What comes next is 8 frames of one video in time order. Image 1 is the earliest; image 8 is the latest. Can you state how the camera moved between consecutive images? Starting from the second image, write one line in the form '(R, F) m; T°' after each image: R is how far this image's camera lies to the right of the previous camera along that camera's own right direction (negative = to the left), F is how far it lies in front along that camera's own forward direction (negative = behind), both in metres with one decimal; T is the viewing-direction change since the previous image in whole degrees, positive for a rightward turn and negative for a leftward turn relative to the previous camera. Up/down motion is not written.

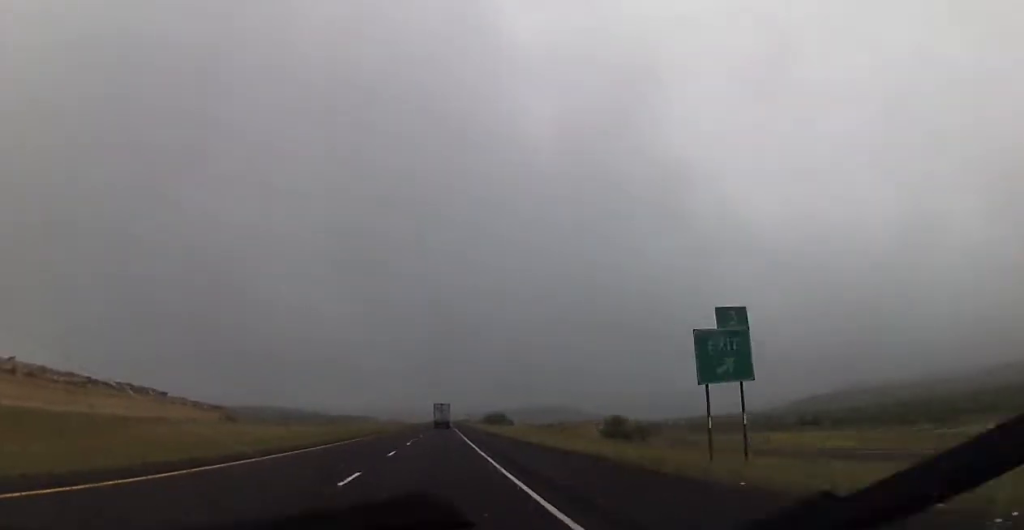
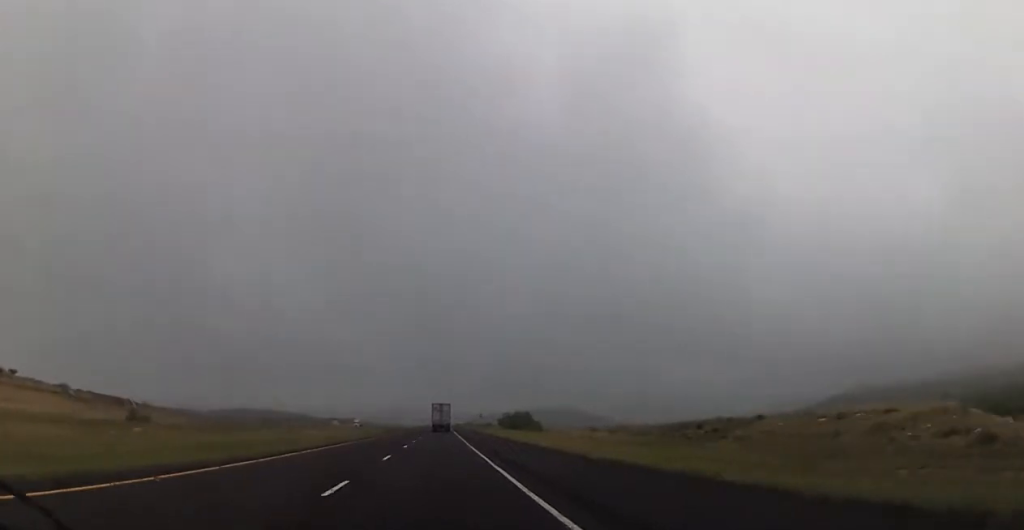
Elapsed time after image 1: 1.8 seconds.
(-0.5, +63.1) m; 0°
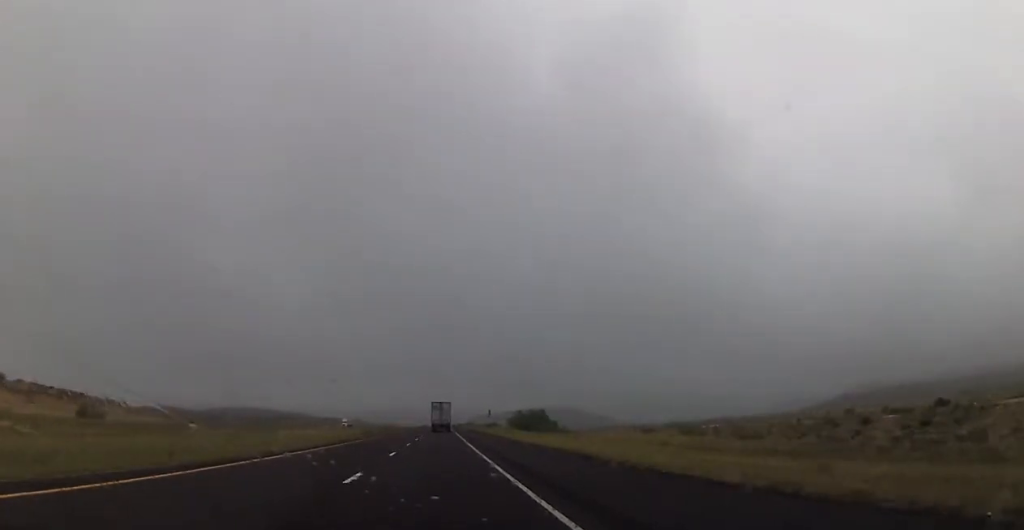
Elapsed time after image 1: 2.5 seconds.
(+0.1, +21.8) m; +1°
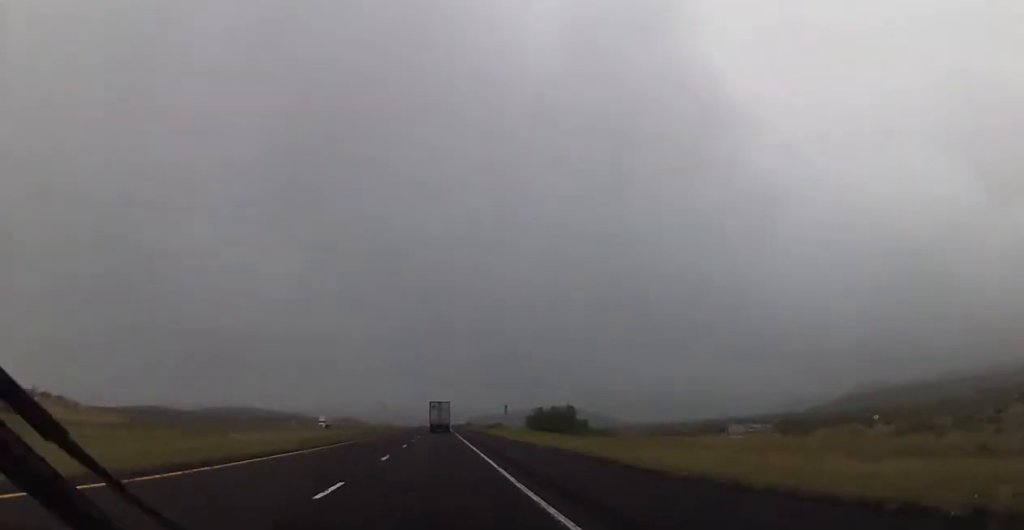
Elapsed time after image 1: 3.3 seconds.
(+0.2, +27.5) m; 0°
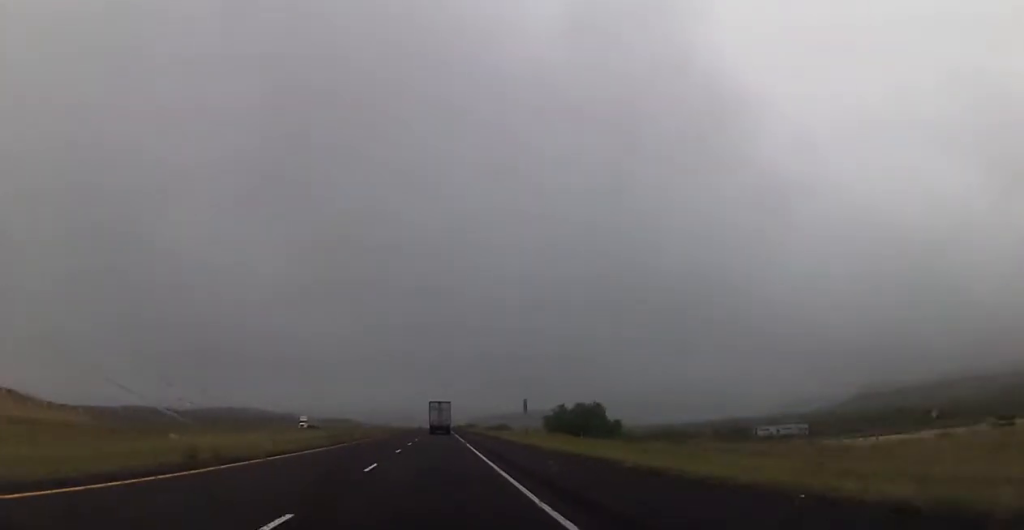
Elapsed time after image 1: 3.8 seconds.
(0.0, +17.2) m; 0°
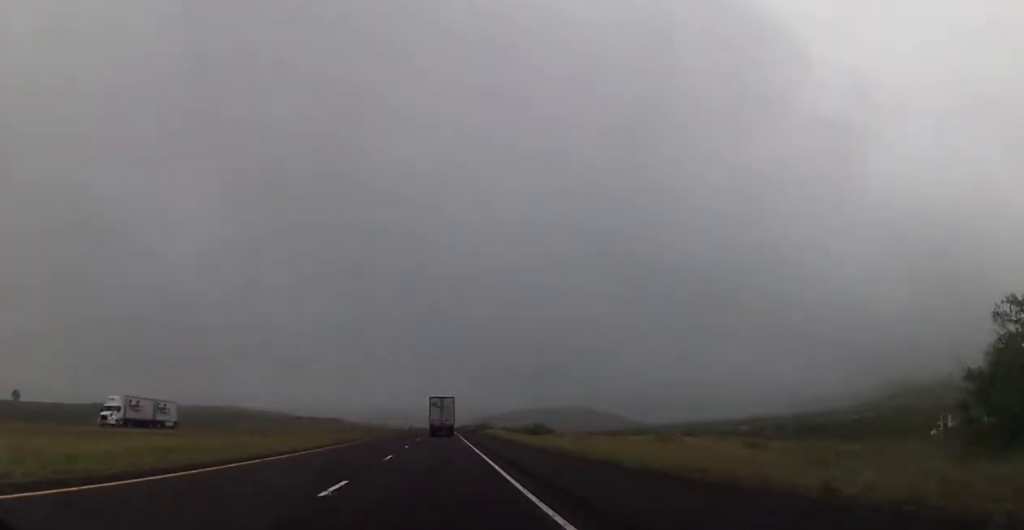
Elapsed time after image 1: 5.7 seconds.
(-0.5, +67.7) m; 0°
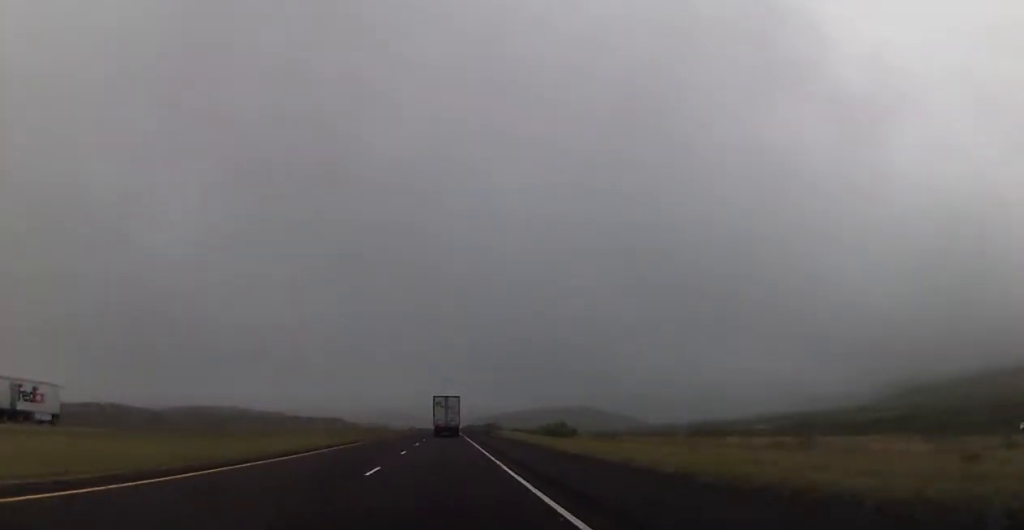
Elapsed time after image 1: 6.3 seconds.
(0.0, +19.5) m; 0°
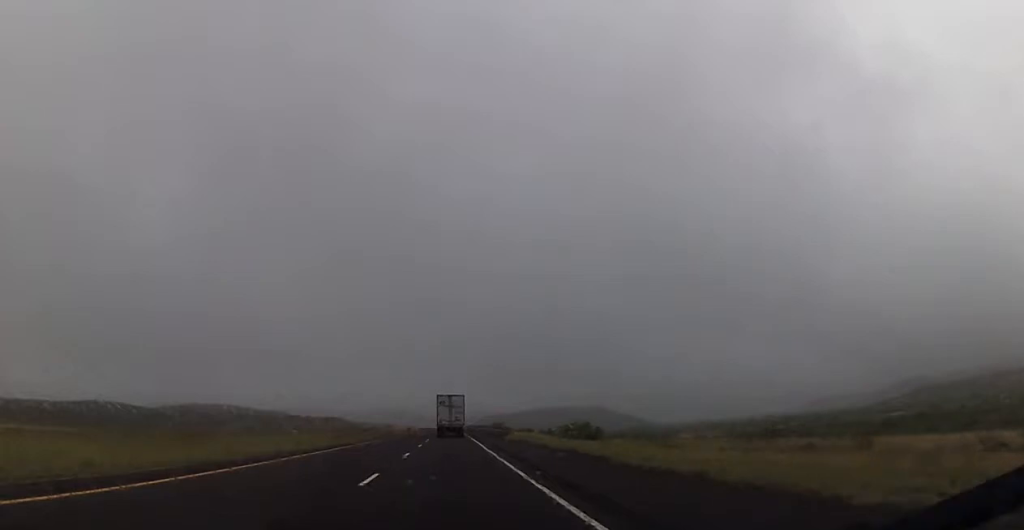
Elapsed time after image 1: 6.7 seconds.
(0.0, +14.9) m; 0°
